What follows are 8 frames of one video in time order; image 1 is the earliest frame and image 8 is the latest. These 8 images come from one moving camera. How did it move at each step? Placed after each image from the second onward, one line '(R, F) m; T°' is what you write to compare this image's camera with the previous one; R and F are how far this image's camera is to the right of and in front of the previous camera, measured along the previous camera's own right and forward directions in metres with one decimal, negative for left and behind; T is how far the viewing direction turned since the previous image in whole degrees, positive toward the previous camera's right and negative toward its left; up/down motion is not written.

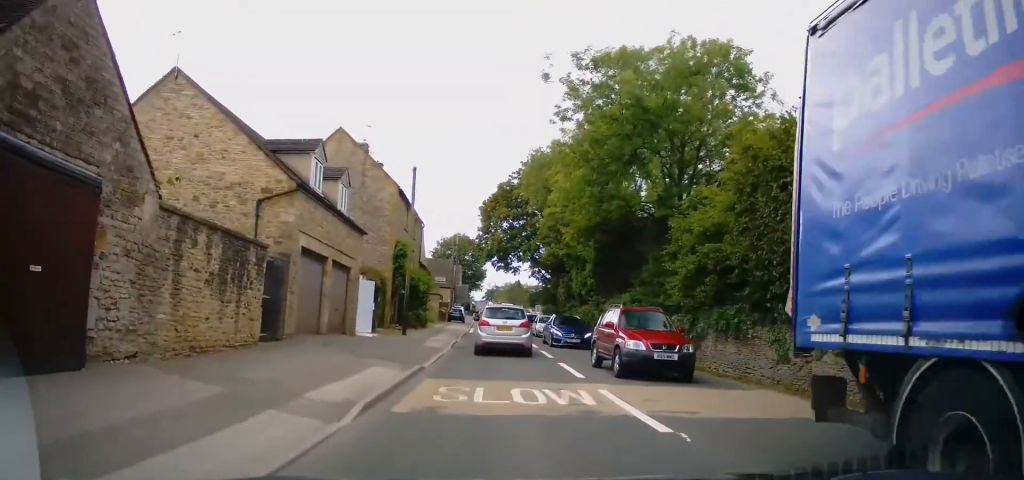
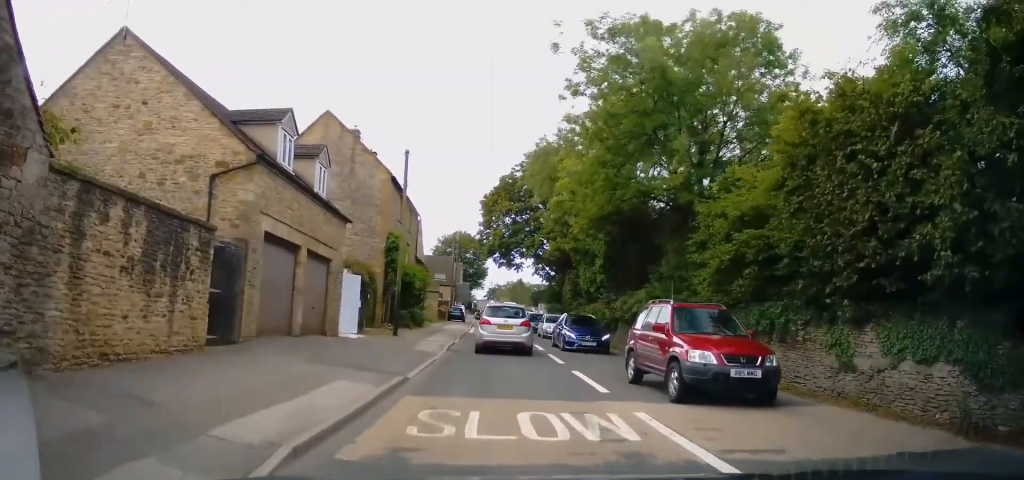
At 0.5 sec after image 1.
(0.0, +2.6) m; +2°
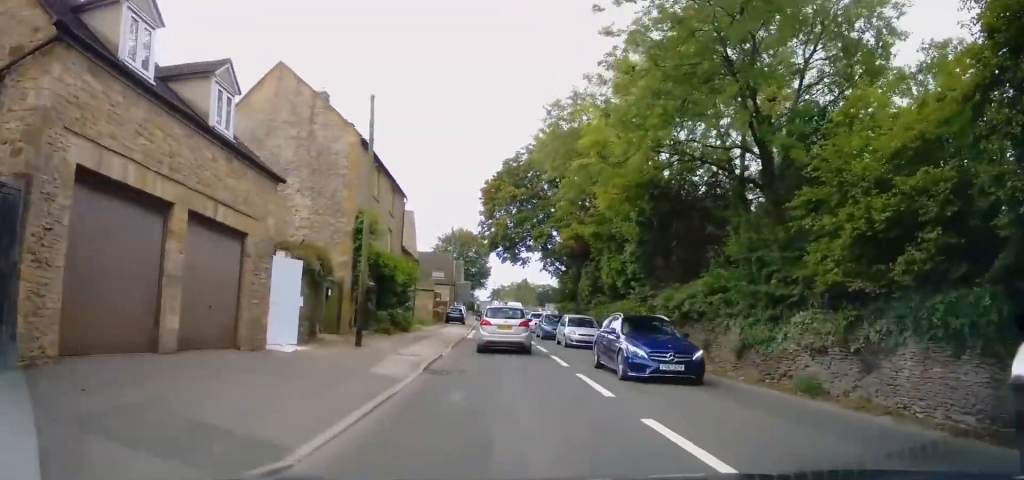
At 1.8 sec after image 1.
(+0.3, +6.4) m; +1°
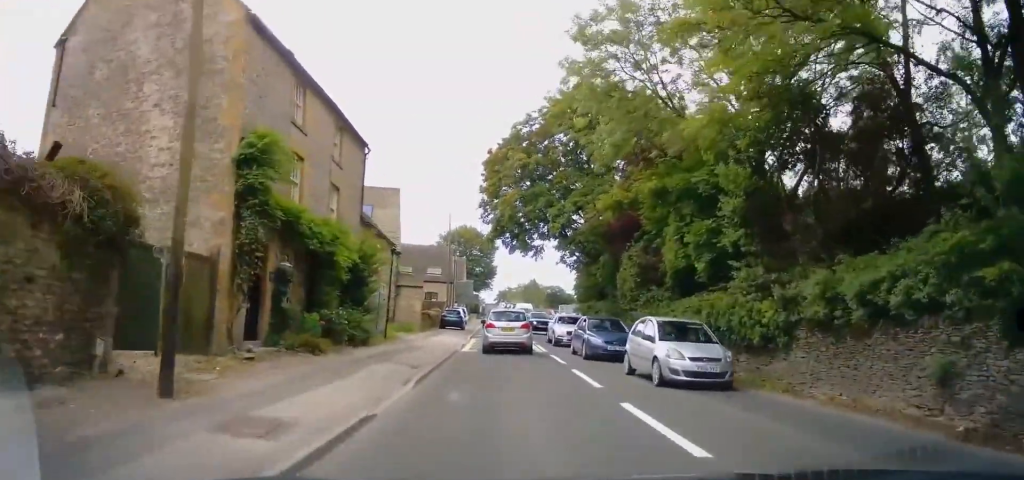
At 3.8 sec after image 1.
(-0.2, +10.6) m; +1°
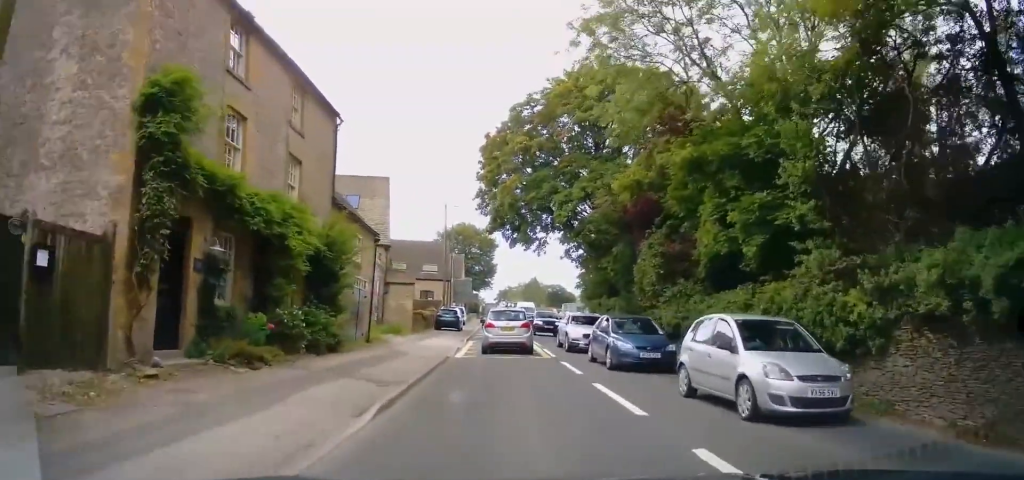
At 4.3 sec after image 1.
(0.0, +3.2) m; 0°
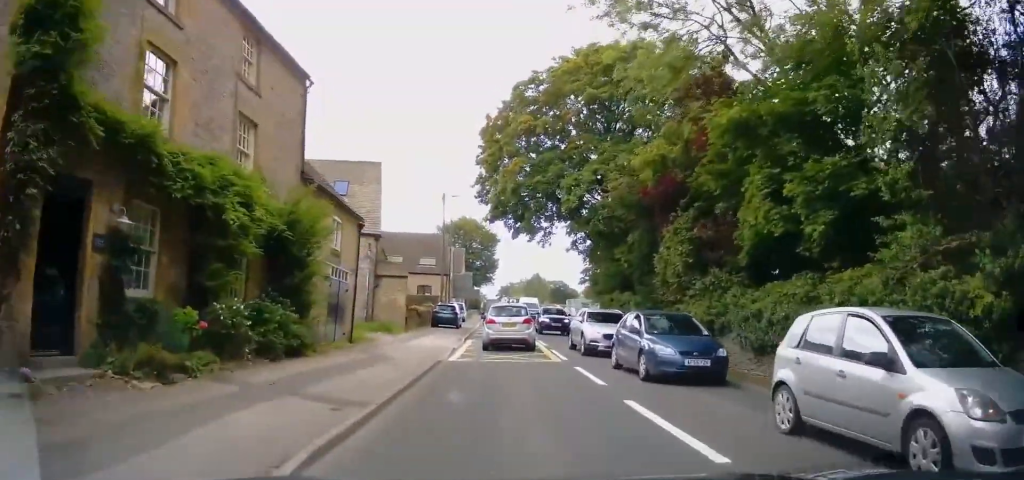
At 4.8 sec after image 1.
(+0.1, +2.8) m; -2°
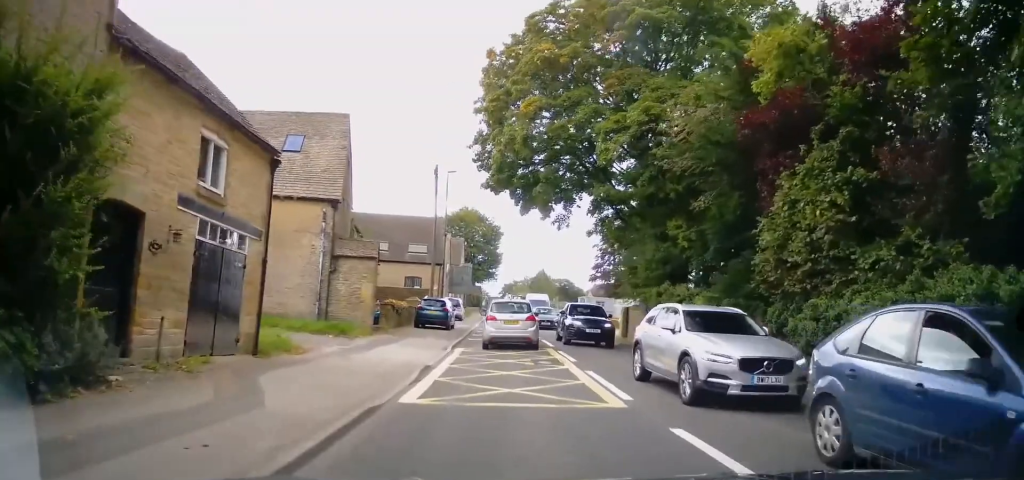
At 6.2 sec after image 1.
(-0.3, +8.0) m; 0°
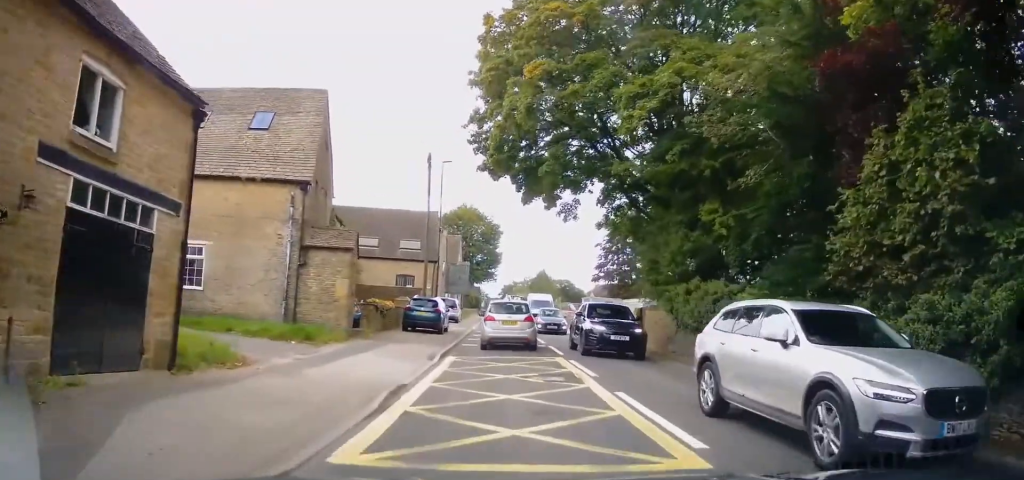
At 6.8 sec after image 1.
(+0.3, +3.5) m; +1°
